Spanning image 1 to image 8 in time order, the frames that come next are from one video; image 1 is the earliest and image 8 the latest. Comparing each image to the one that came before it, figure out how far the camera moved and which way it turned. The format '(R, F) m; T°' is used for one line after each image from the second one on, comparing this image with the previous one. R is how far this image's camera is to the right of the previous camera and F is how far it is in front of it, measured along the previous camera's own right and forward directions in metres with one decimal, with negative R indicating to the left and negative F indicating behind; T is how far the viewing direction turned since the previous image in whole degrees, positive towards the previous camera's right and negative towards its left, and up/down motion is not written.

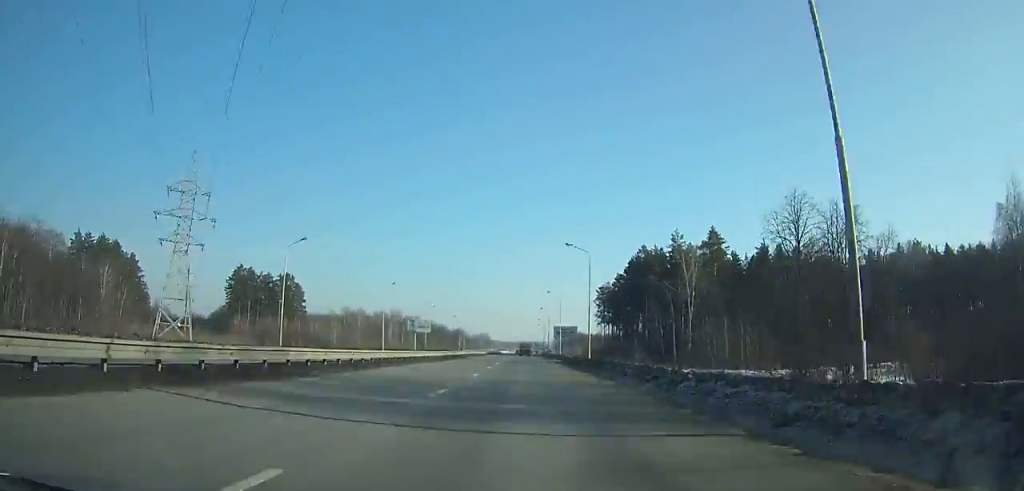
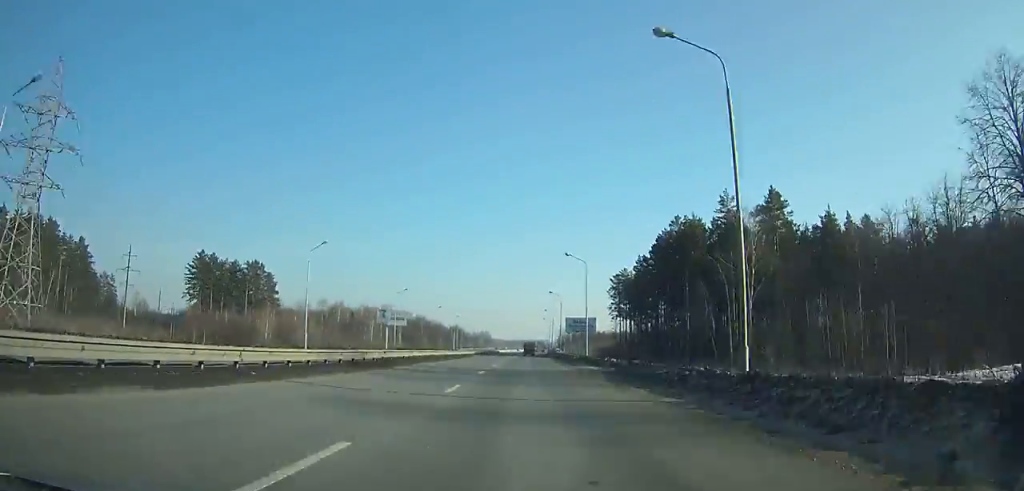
(-0.1, +33.0) m; 0°
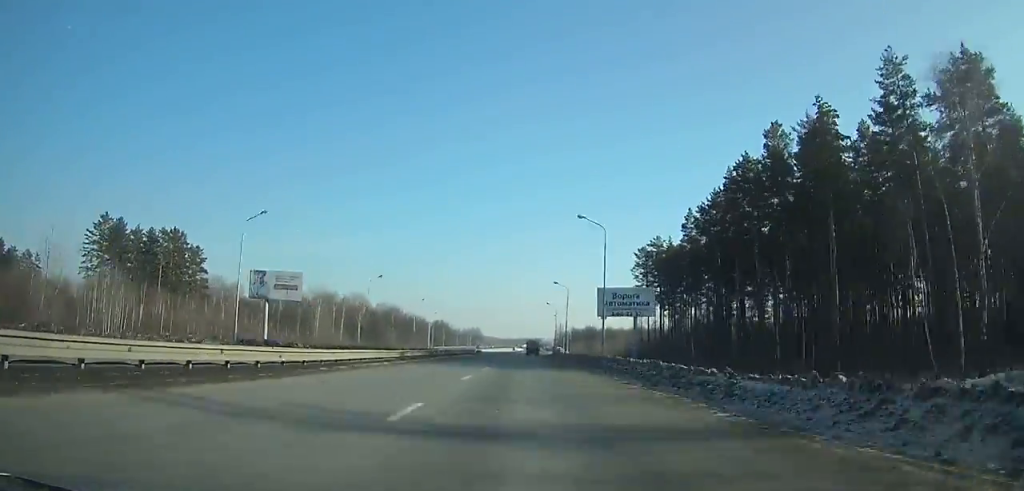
(+0.3, +52.0) m; +1°
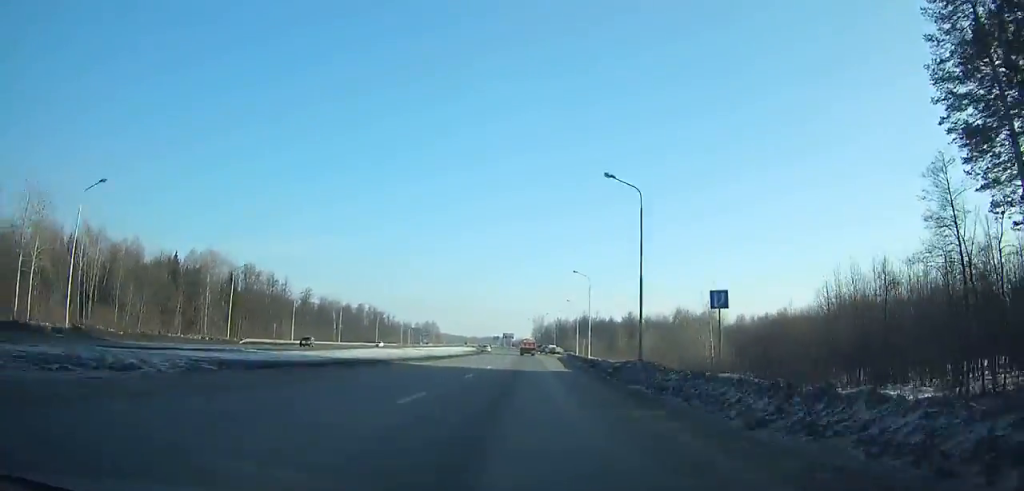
(+2.9, +125.6) m; +2°
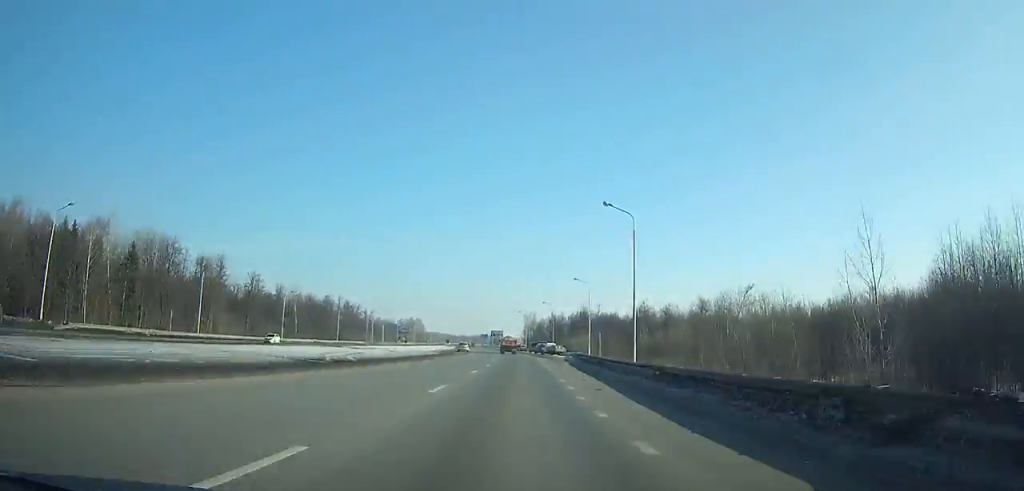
(+0.1, +32.7) m; 0°
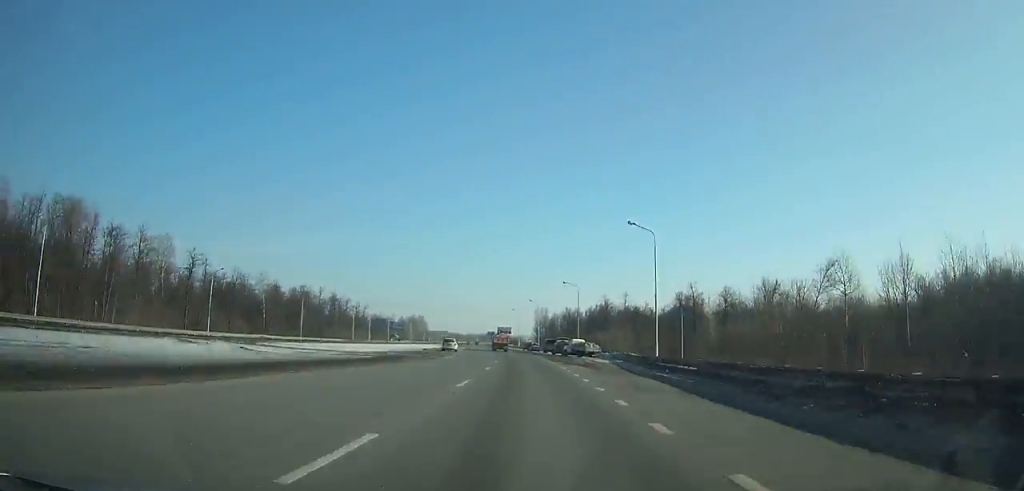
(0.0, +34.3) m; -1°
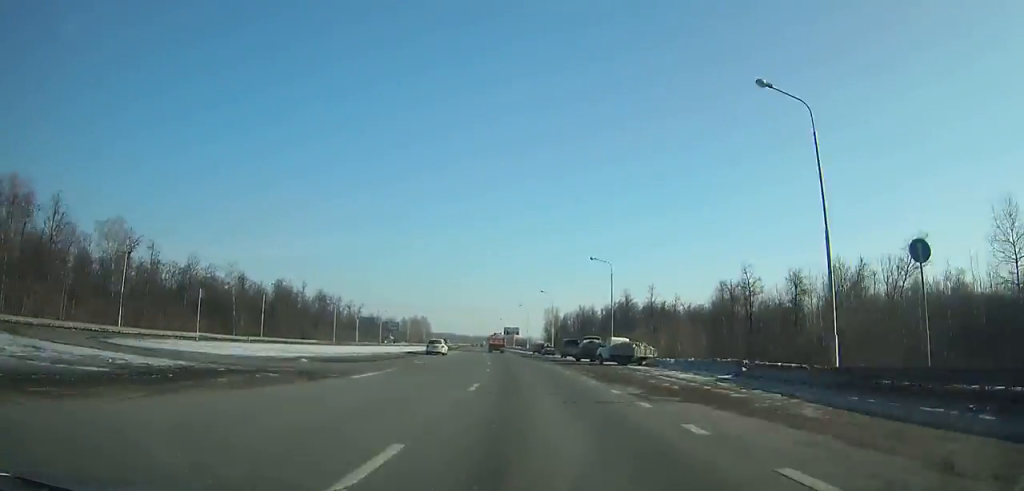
(-0.2, +24.1) m; -1°
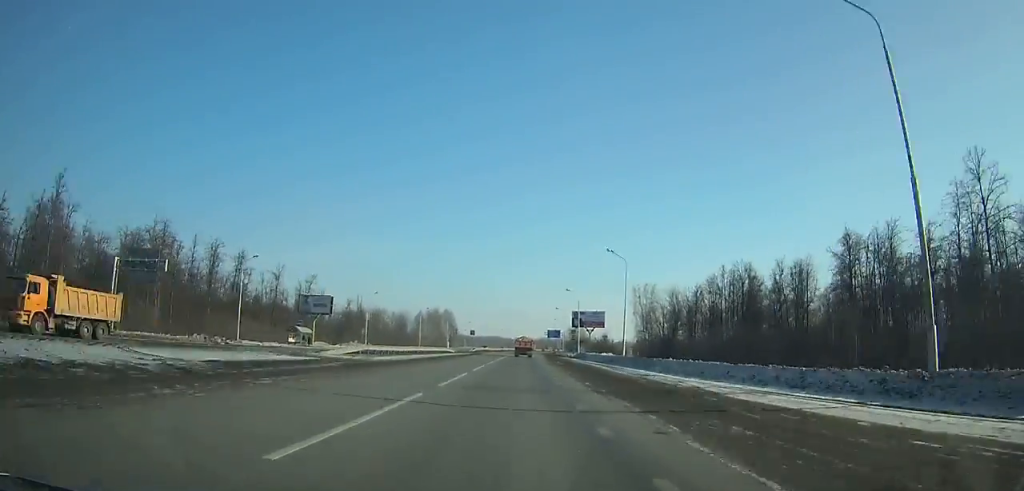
(-4.8, +123.7) m; -3°
